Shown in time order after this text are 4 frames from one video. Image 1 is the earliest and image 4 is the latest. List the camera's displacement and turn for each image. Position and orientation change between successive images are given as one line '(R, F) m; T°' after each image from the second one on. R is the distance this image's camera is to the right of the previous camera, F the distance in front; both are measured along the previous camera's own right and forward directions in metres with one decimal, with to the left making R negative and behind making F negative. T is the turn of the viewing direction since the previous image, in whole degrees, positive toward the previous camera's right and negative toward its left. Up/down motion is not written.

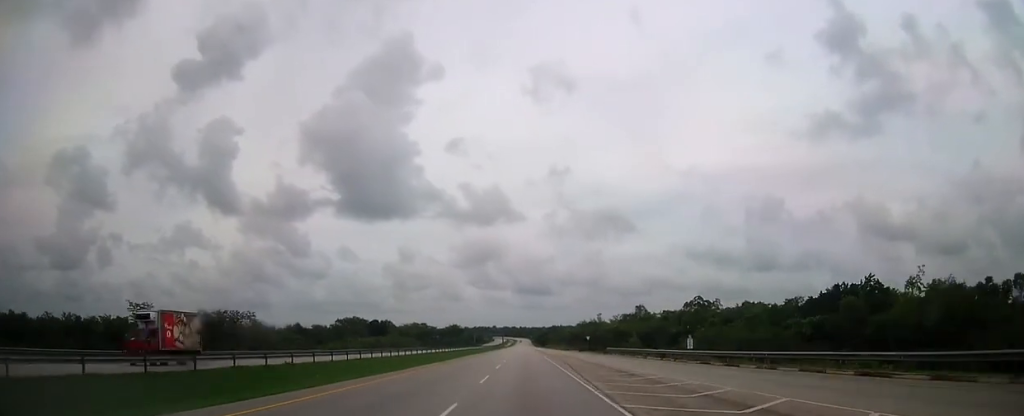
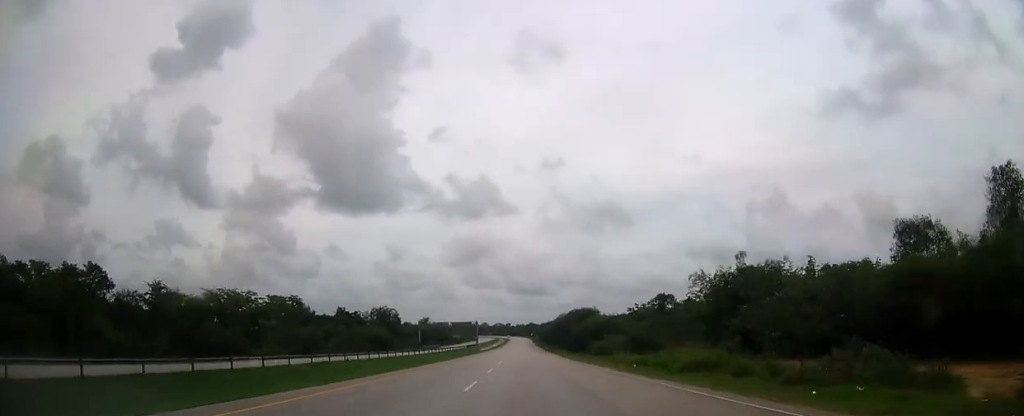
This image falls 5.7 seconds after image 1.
(+0.5, +173.7) m; 0°
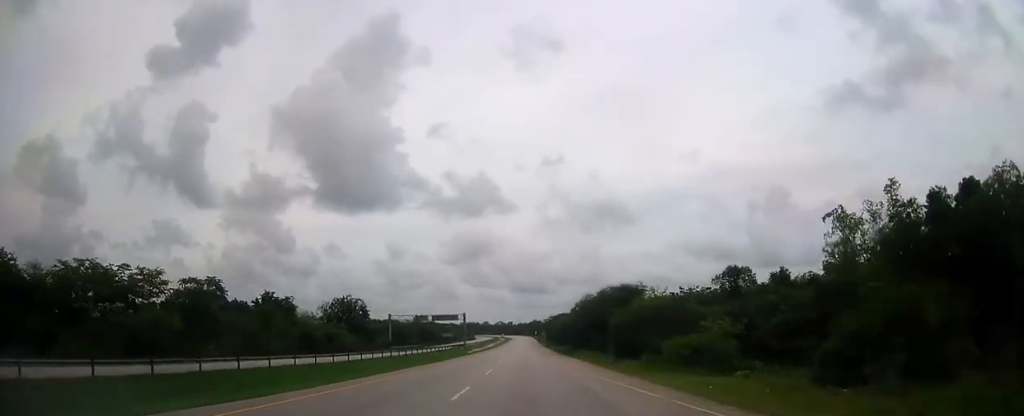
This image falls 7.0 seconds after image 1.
(-0.1, +39.8) m; 0°
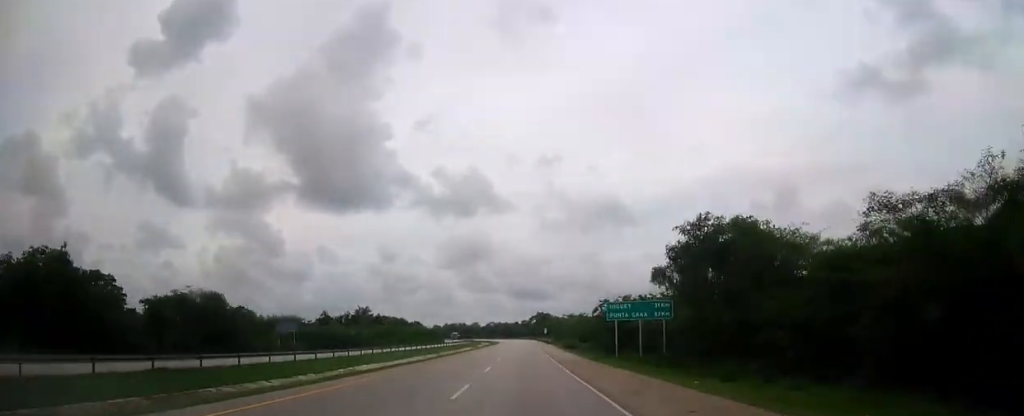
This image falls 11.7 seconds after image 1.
(-0.3, +142.1) m; 0°
